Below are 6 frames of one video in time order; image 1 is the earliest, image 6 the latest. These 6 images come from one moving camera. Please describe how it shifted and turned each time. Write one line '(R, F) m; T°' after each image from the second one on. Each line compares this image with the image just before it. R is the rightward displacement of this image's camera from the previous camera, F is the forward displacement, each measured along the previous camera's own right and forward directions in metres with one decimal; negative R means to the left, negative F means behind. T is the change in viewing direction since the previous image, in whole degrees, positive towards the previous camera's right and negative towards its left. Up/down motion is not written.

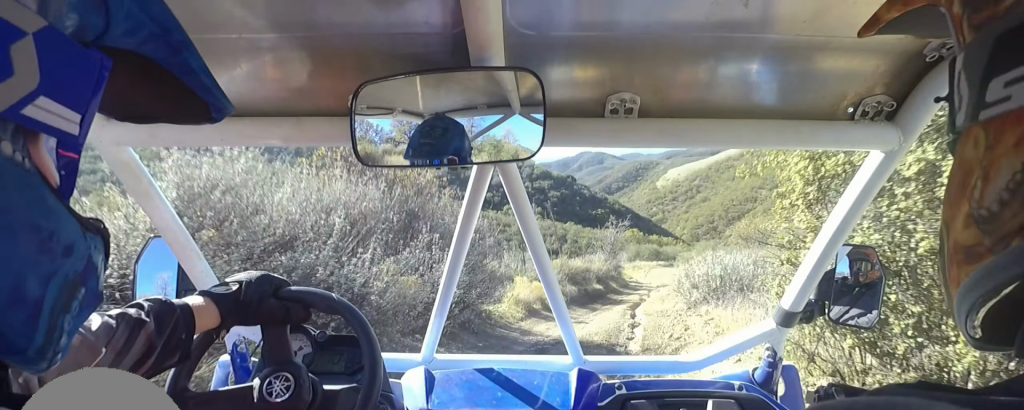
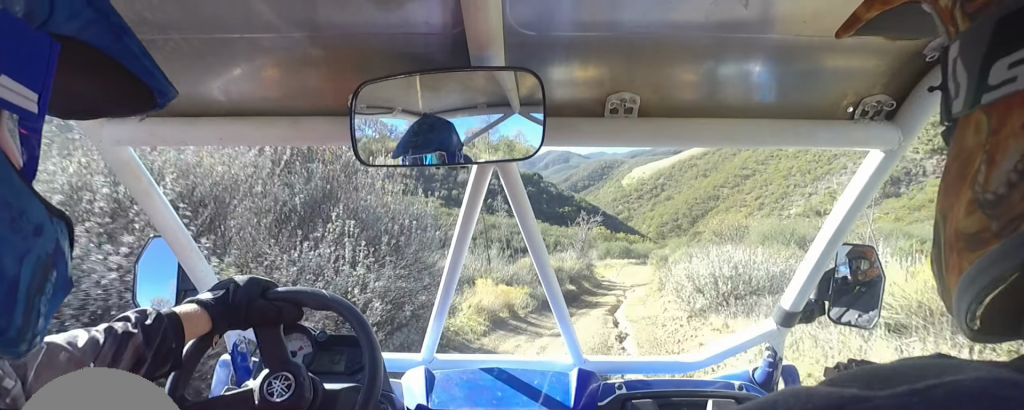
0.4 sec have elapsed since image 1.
(-0.6, +2.2) m; -4°
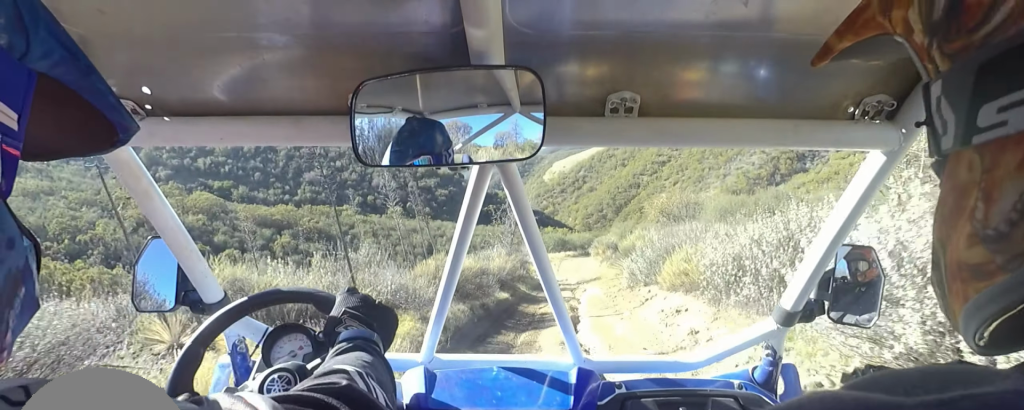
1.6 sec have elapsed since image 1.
(+1.1, +6.6) m; +19°
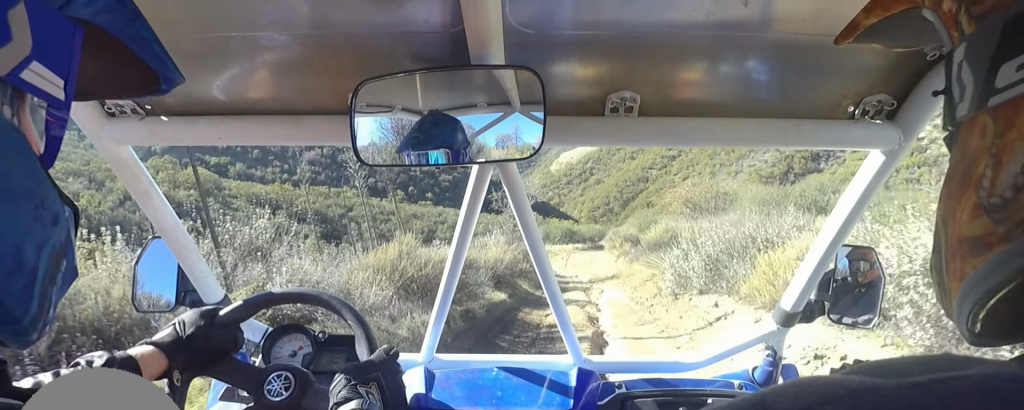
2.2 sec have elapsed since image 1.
(+0.5, +3.4) m; +6°
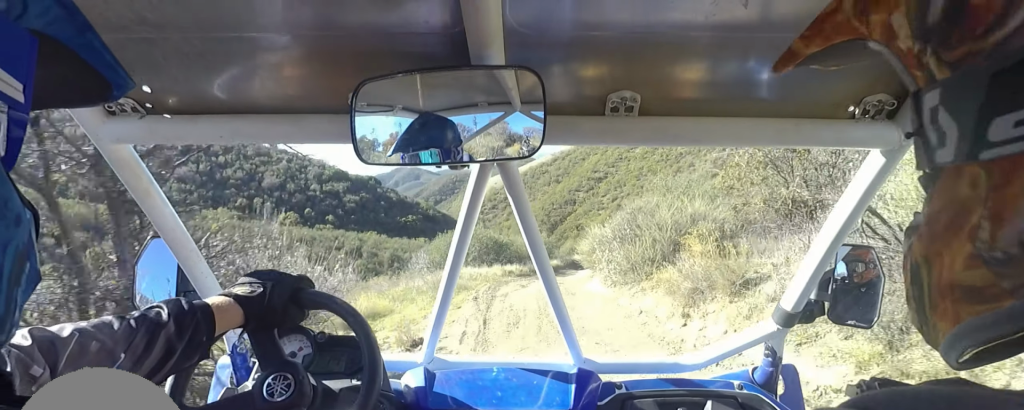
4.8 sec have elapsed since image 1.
(-1.6, +14.8) m; -3°
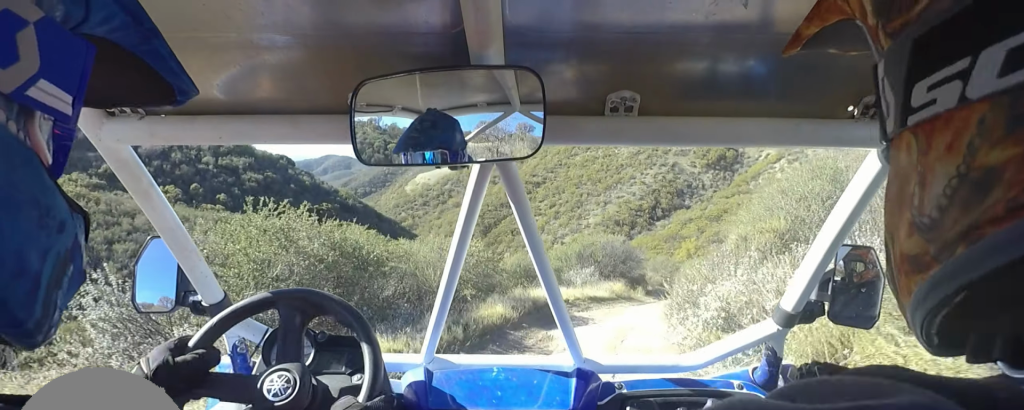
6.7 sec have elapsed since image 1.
(+2.8, +11.8) m; +22°
